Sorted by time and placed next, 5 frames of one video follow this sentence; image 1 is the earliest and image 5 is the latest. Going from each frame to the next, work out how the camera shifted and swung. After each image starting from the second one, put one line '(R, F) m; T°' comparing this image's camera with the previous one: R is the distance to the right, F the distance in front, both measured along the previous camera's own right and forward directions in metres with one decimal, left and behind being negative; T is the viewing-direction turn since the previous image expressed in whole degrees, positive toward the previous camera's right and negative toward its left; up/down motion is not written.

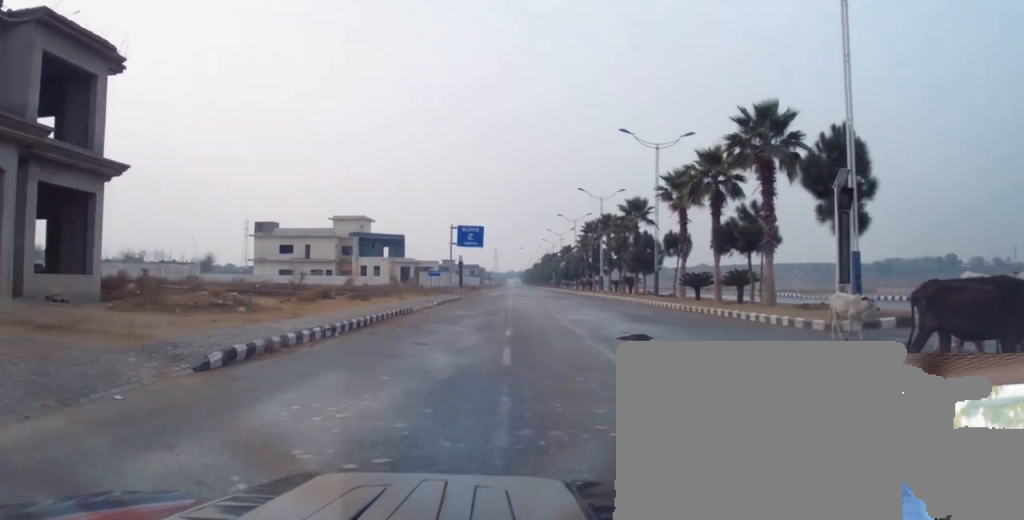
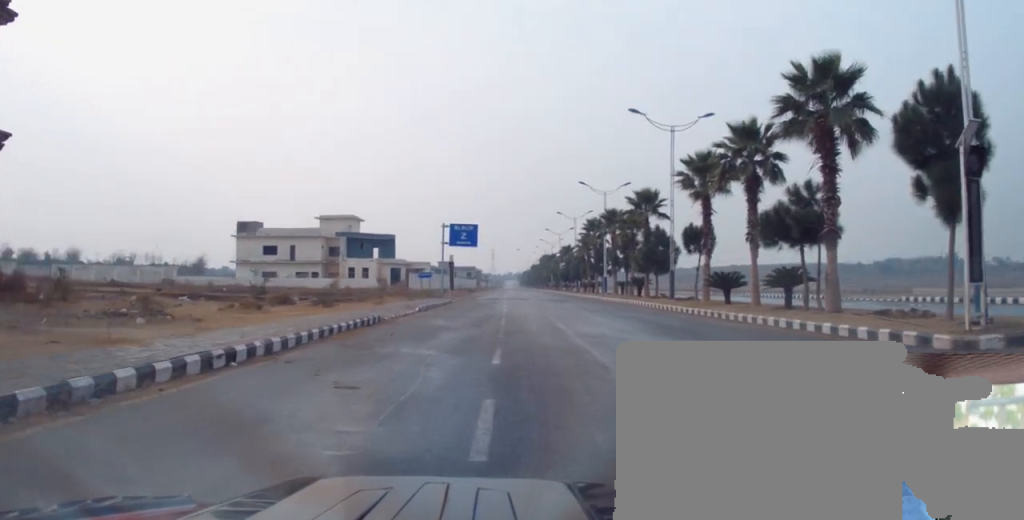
(-0.1, +6.2) m; +1°
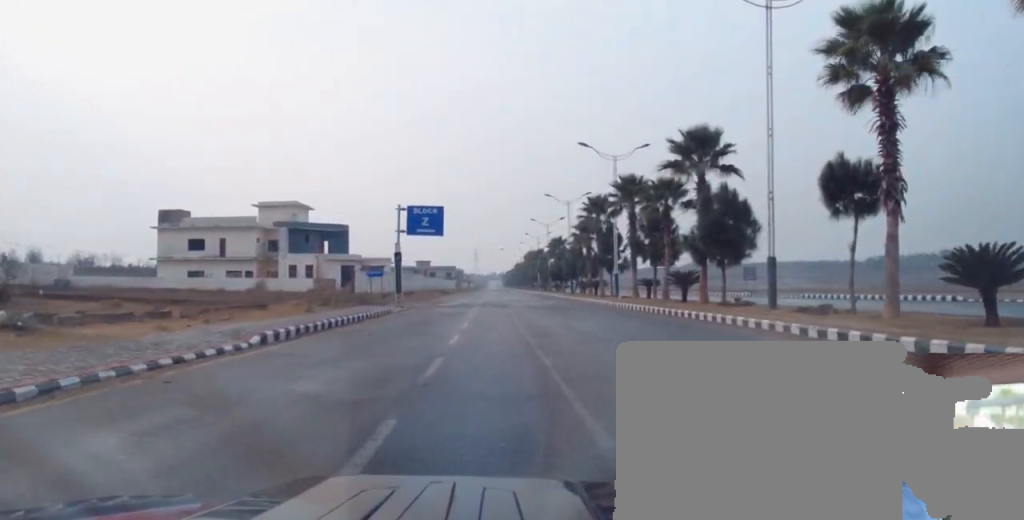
(+0.6, +19.3) m; +1°
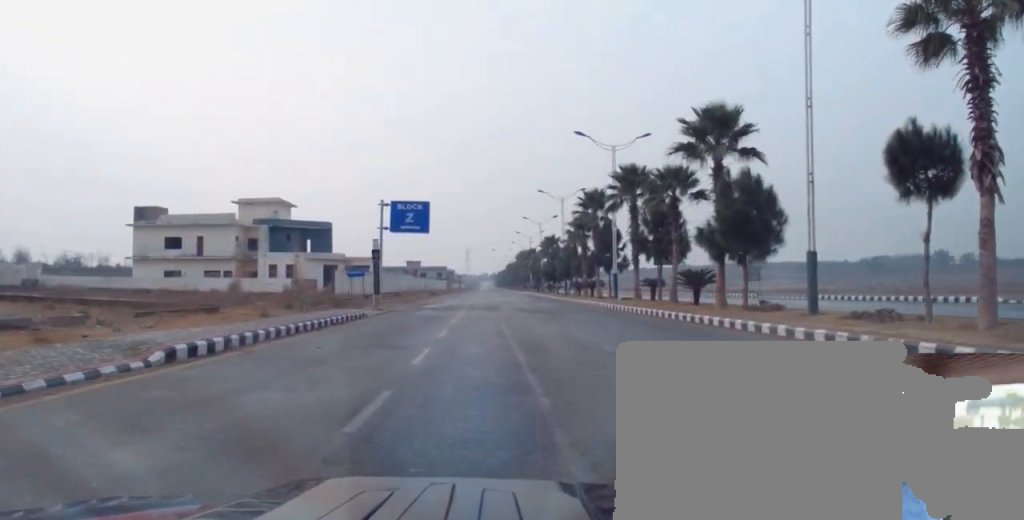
(0.0, +3.8) m; 0°
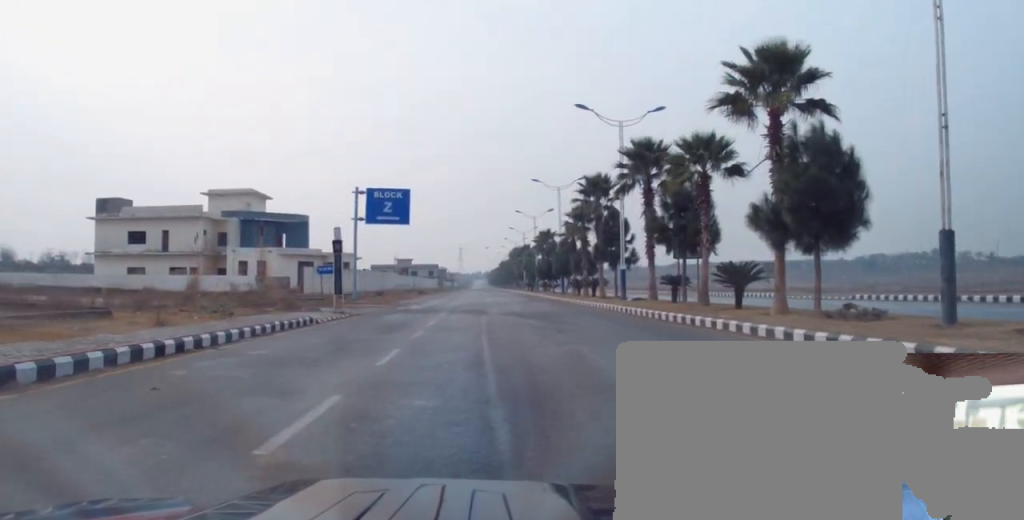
(0.0, +7.0) m; 0°
